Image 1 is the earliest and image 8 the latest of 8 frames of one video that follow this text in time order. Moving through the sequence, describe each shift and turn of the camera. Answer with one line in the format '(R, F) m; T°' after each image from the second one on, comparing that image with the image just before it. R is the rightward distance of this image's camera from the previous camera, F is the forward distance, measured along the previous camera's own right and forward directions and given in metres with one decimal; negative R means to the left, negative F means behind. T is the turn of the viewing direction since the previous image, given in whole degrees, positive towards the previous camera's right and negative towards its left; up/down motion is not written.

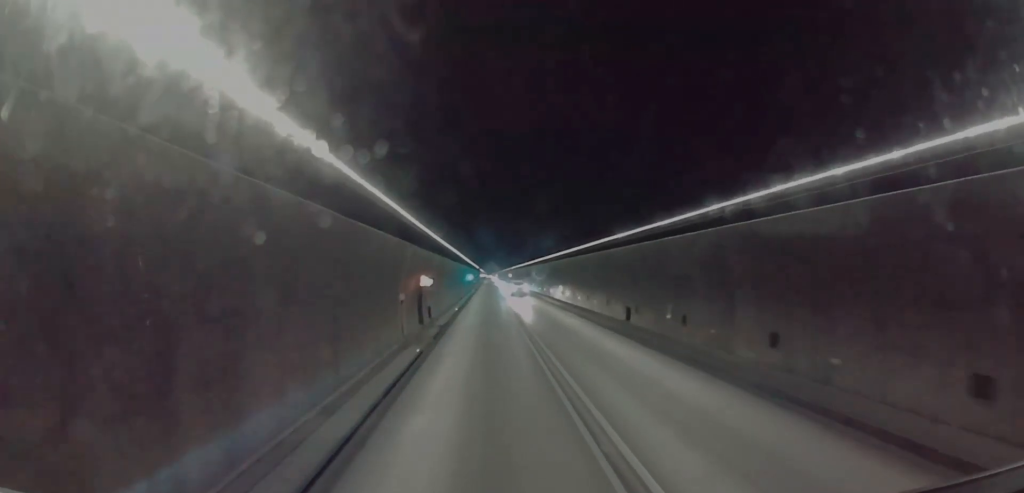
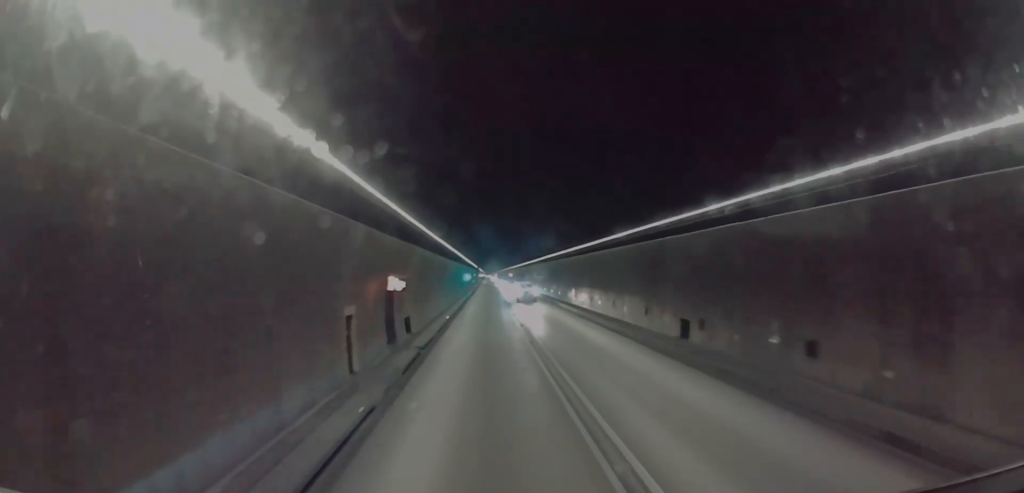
(0.0, +9.2) m; 0°
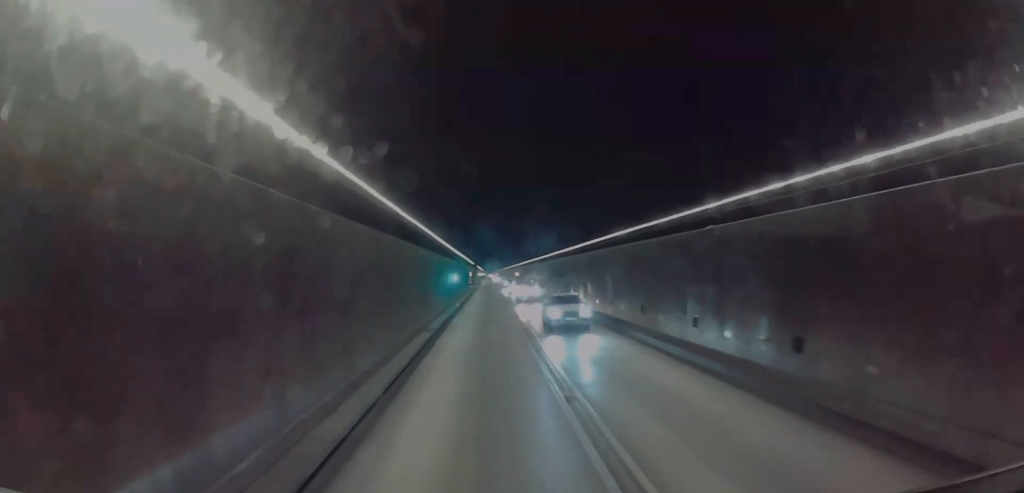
(-0.1, +35.4) m; 0°
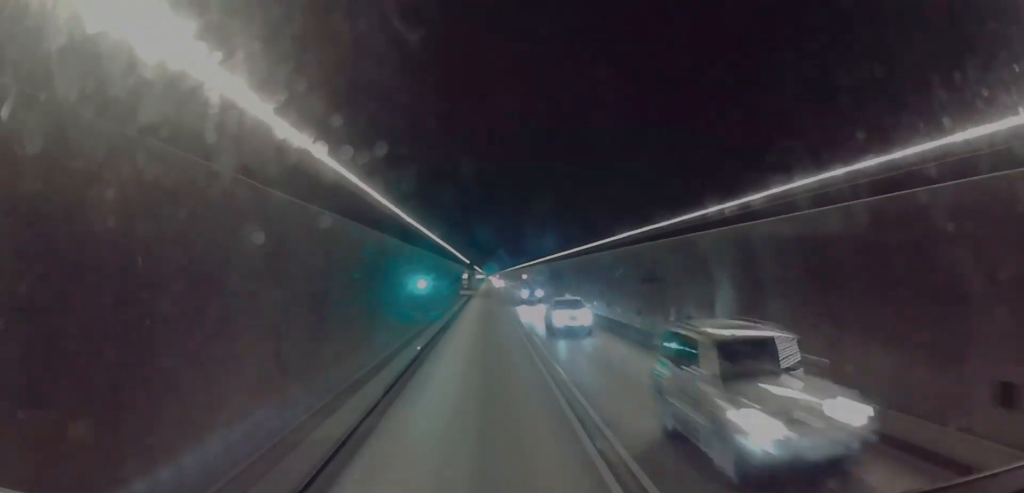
(0.0, +28.2) m; 0°
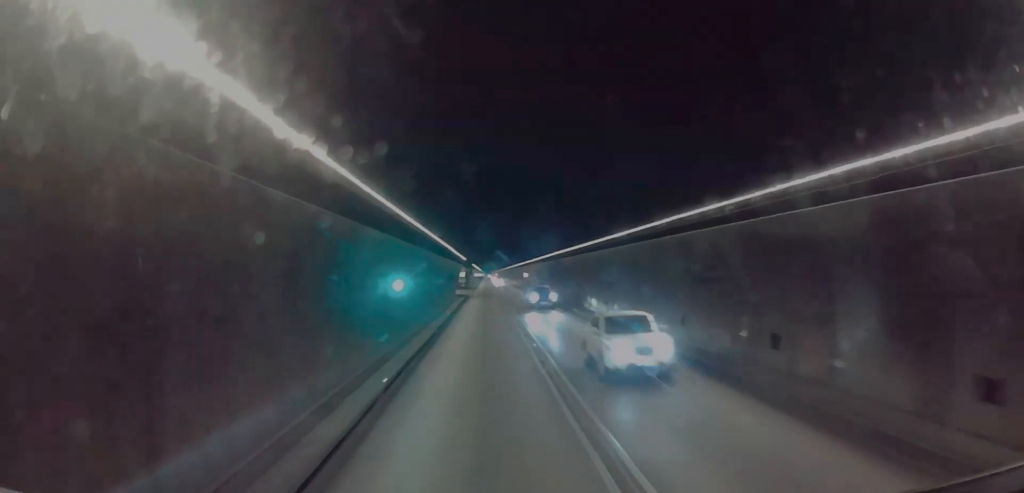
(0.0, +6.9) m; 0°
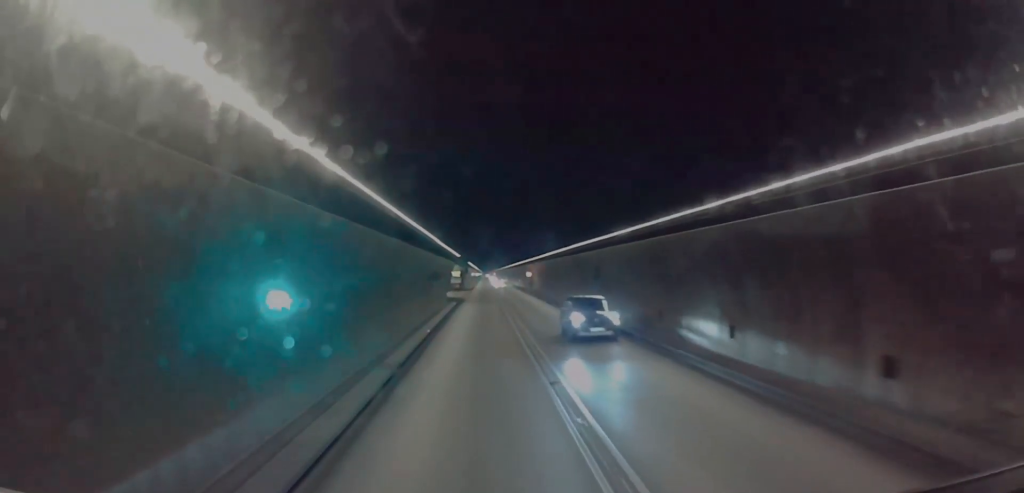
(0.0, +12.1) m; 0°
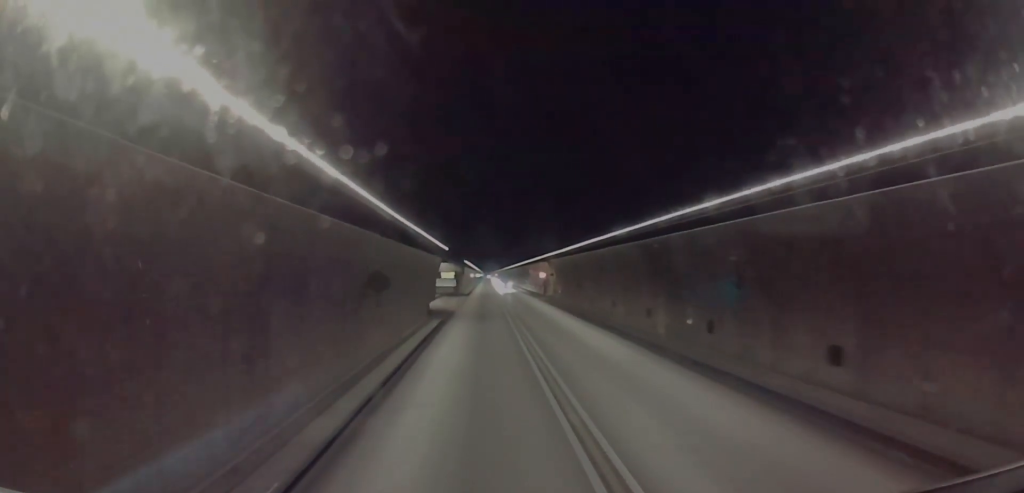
(+0.1, +20.4) m; +2°
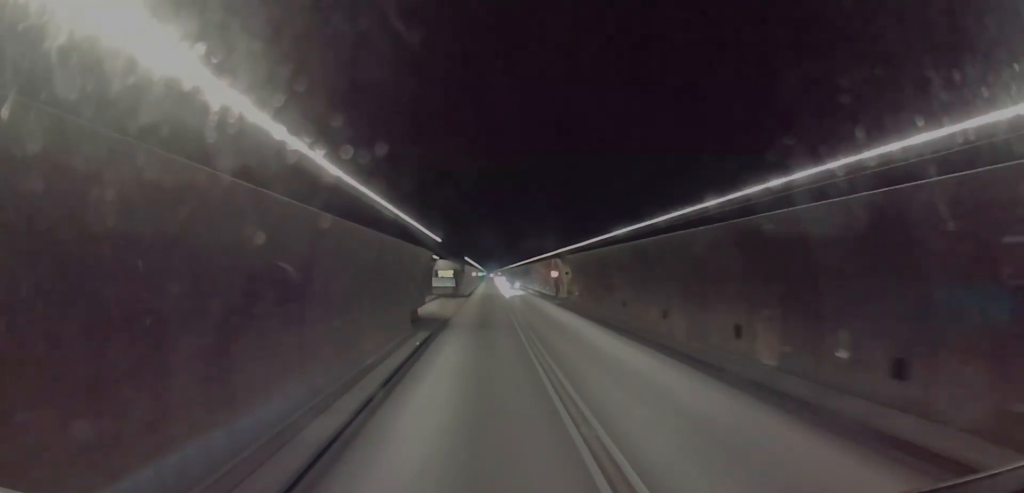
(+0.3, +9.2) m; 0°
